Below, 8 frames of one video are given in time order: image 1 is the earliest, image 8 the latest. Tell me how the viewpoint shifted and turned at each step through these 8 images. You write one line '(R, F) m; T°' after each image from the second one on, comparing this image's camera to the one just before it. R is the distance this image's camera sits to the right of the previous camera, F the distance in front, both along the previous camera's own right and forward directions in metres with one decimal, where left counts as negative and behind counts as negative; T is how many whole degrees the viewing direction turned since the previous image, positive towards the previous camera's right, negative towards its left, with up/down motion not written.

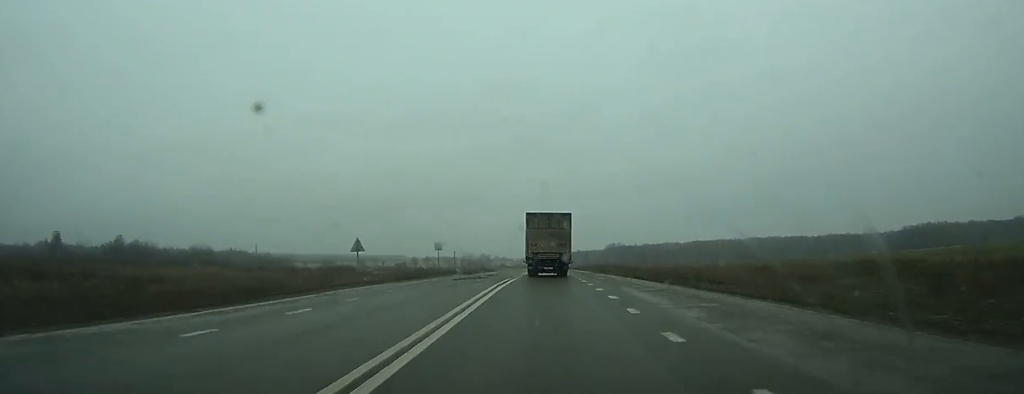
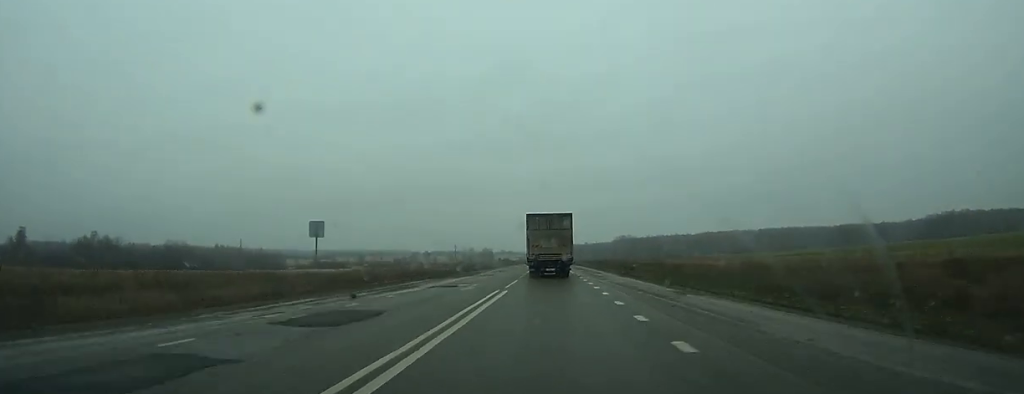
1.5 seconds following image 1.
(0.0, +34.0) m; 0°
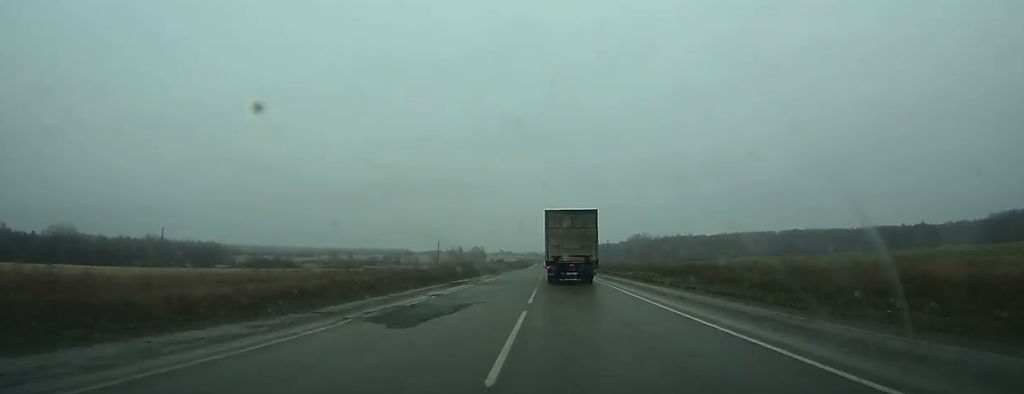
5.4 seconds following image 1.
(-0.9, +90.7) m; -1°
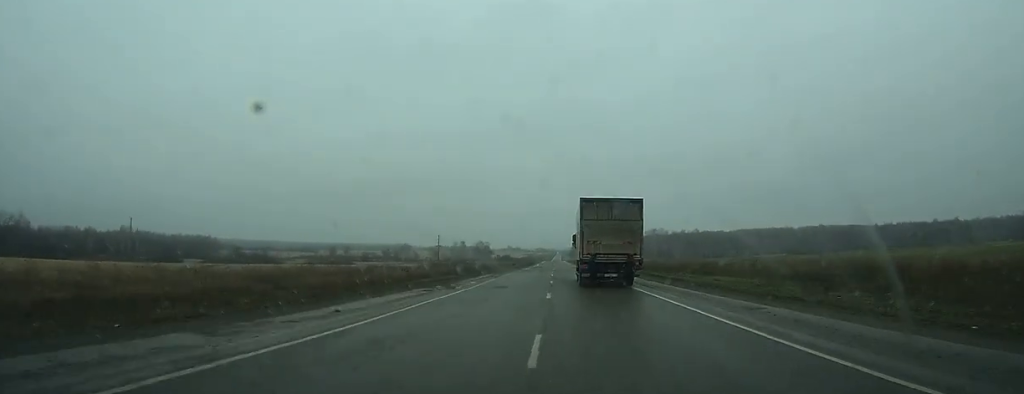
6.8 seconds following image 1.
(0.0, +32.4) m; 0°
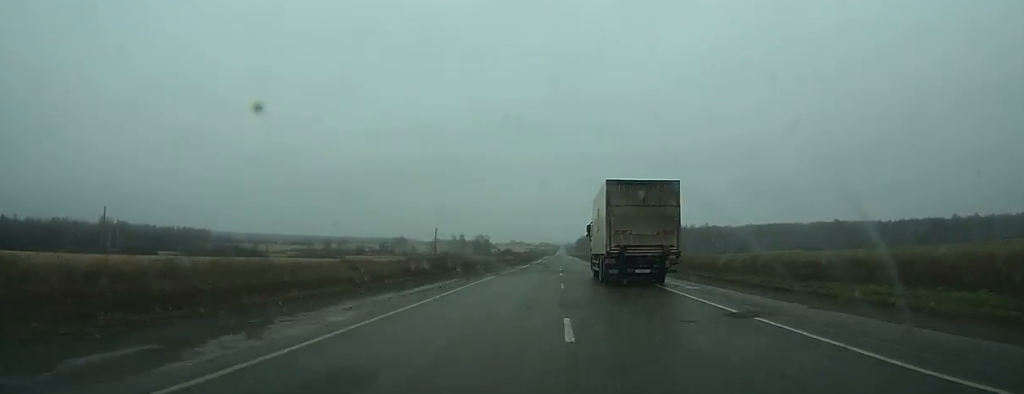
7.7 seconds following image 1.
(0.0, +20.6) m; 0°
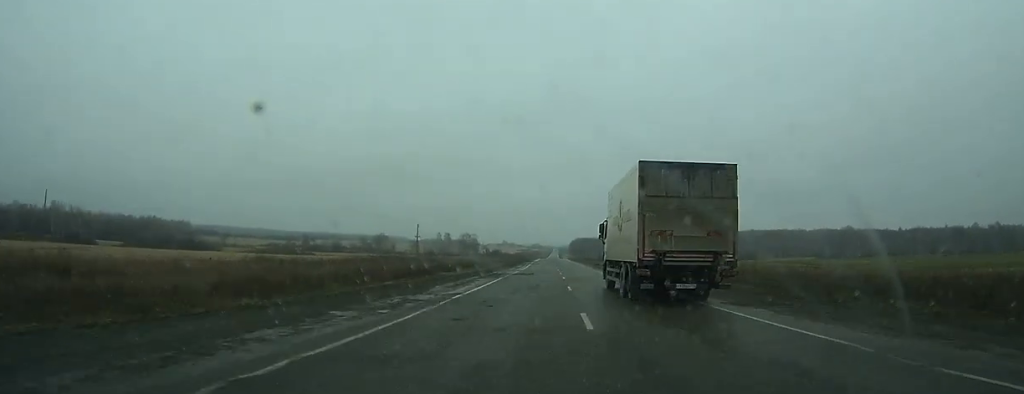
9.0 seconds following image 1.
(0.0, +33.2) m; 0°
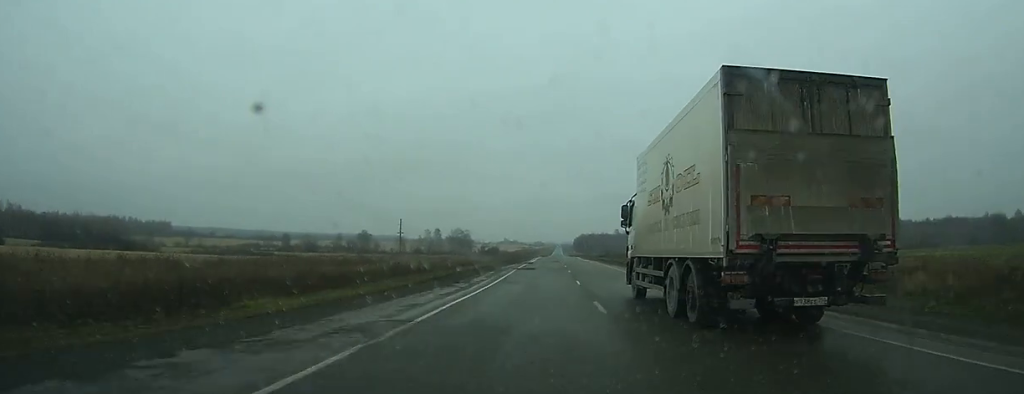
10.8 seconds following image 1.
(-0.1, +48.2) m; 0°
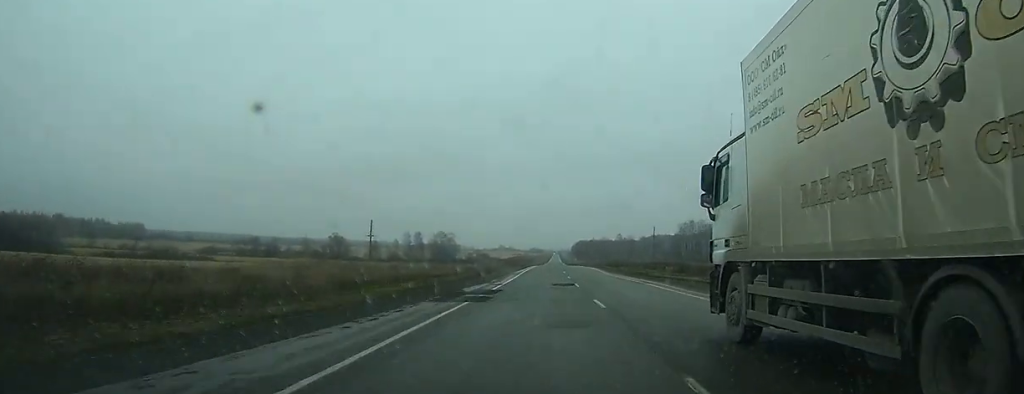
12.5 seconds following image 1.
(+0.2, +47.0) m; 0°
